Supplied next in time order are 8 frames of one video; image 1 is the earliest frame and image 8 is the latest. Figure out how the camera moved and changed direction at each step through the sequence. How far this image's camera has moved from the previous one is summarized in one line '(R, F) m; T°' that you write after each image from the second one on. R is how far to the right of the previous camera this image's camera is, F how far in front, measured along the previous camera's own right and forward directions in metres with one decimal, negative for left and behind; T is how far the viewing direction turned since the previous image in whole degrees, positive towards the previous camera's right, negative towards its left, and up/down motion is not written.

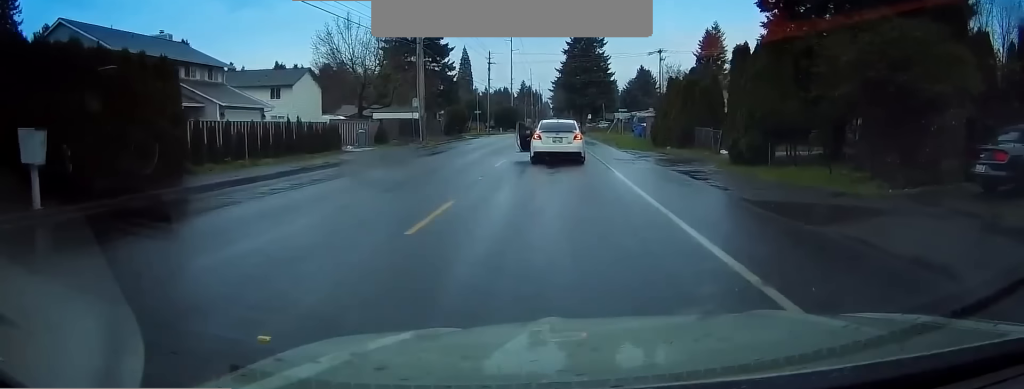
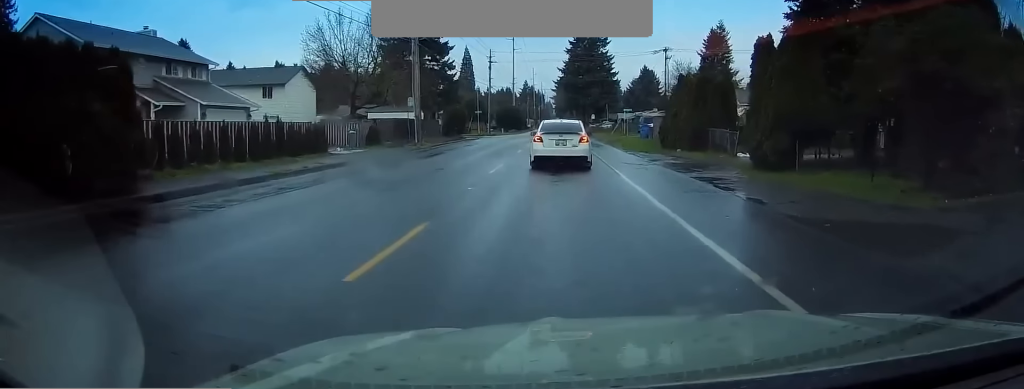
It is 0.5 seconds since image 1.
(0.0, +2.1) m; 0°
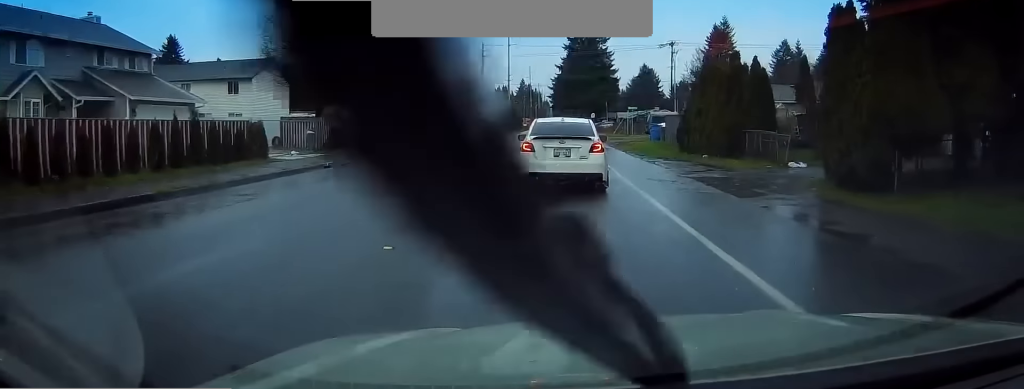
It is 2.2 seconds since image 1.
(0.0, +5.9) m; 0°
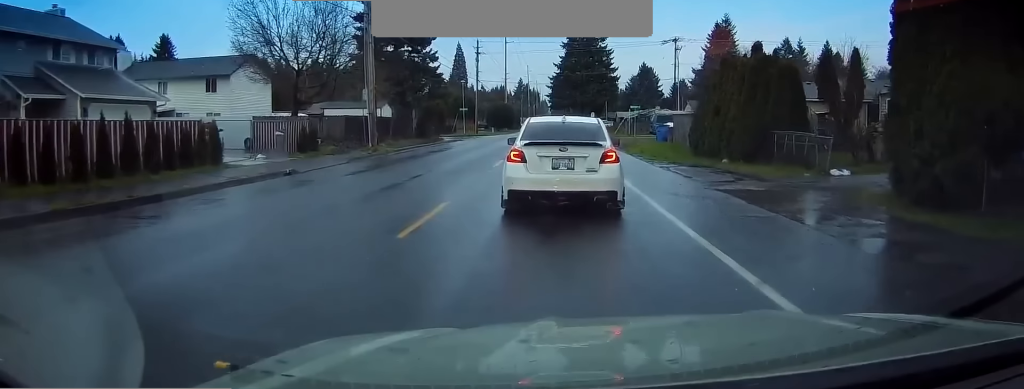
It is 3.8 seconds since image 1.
(0.0, +3.7) m; 0°
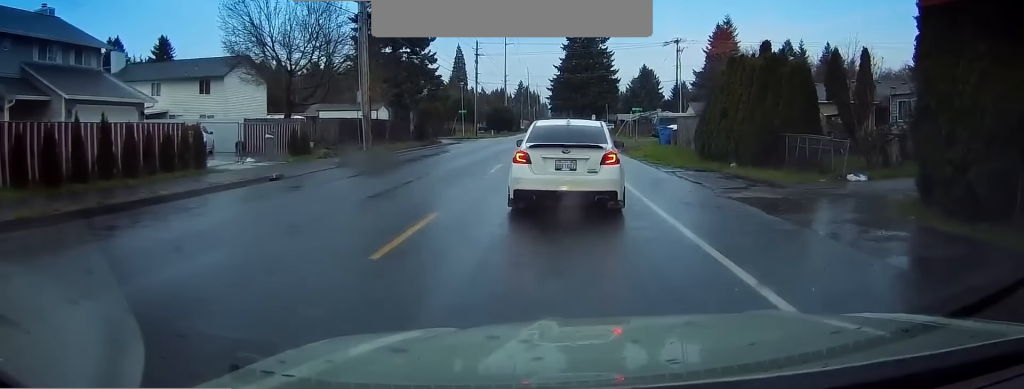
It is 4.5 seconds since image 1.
(0.0, +1.8) m; 0°
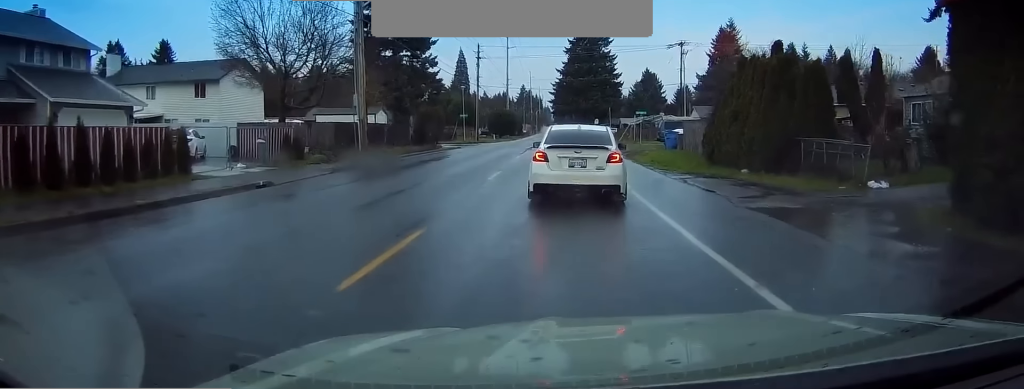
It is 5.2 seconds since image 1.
(0.0, +2.1) m; -1°
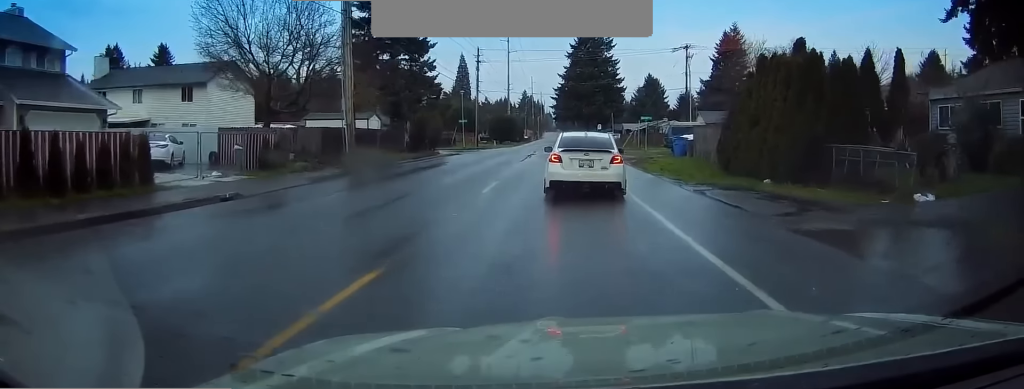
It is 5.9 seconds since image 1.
(-0.1, +3.3) m; -3°
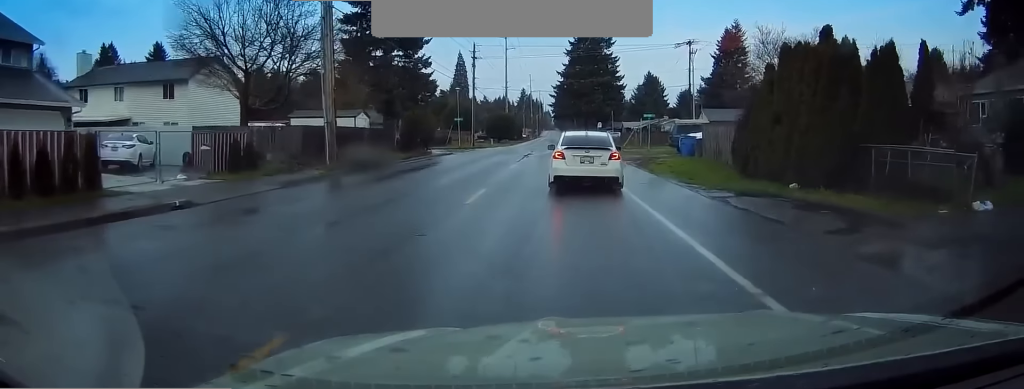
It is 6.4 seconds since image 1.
(0.0, +2.6) m; -1°
